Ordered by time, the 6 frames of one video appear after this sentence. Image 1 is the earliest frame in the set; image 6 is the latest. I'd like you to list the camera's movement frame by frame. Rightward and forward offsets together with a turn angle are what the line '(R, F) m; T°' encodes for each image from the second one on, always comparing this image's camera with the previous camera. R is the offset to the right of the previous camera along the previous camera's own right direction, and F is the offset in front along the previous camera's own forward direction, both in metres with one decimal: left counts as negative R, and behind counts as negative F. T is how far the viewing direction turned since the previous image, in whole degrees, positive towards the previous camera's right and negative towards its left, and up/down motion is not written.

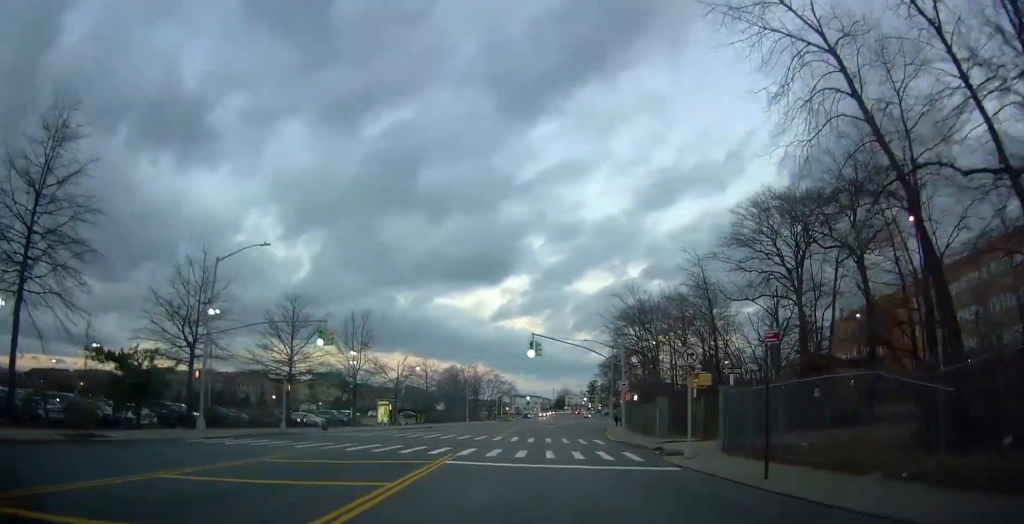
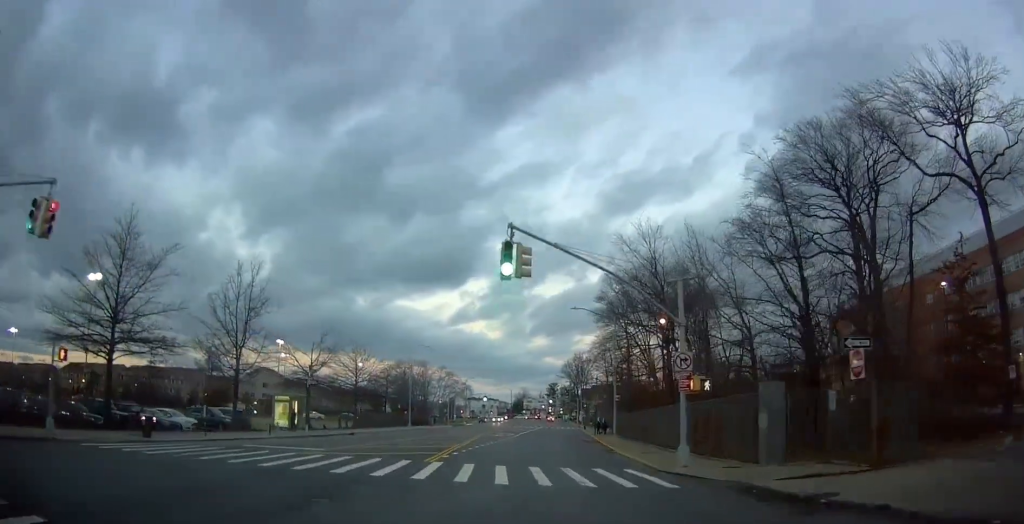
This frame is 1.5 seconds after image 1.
(+1.3, +19.1) m; +8°
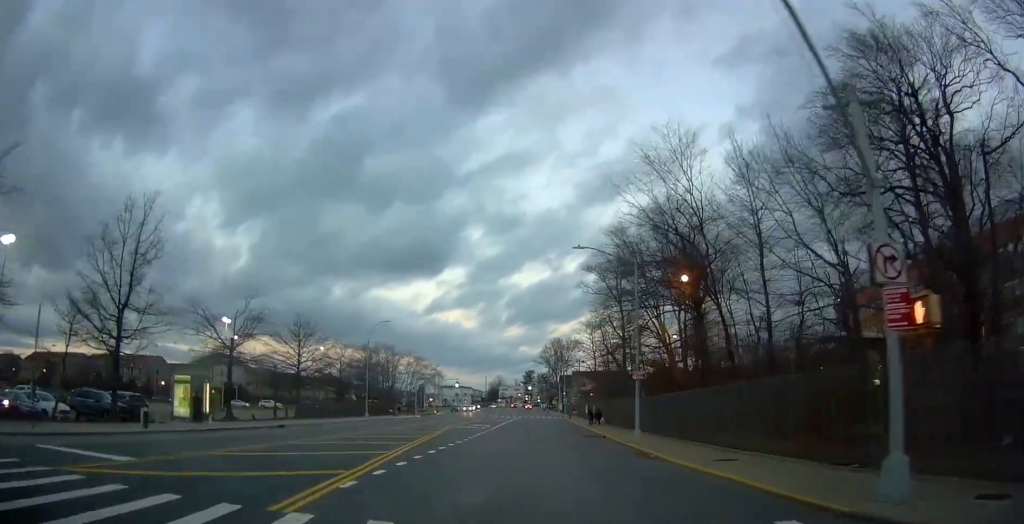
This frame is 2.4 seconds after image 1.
(+0.1, +11.9) m; +2°
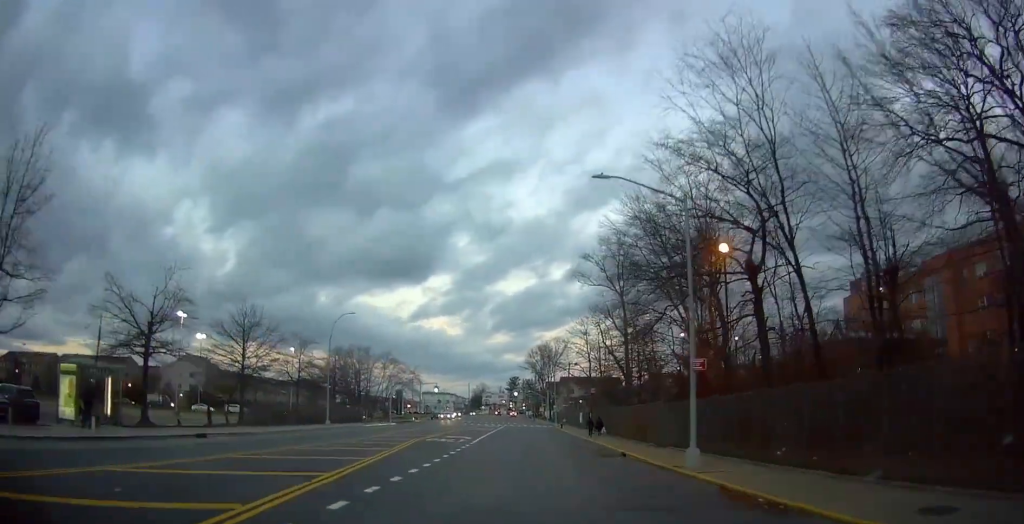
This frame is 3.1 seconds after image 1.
(+0.2, +9.3) m; +1°
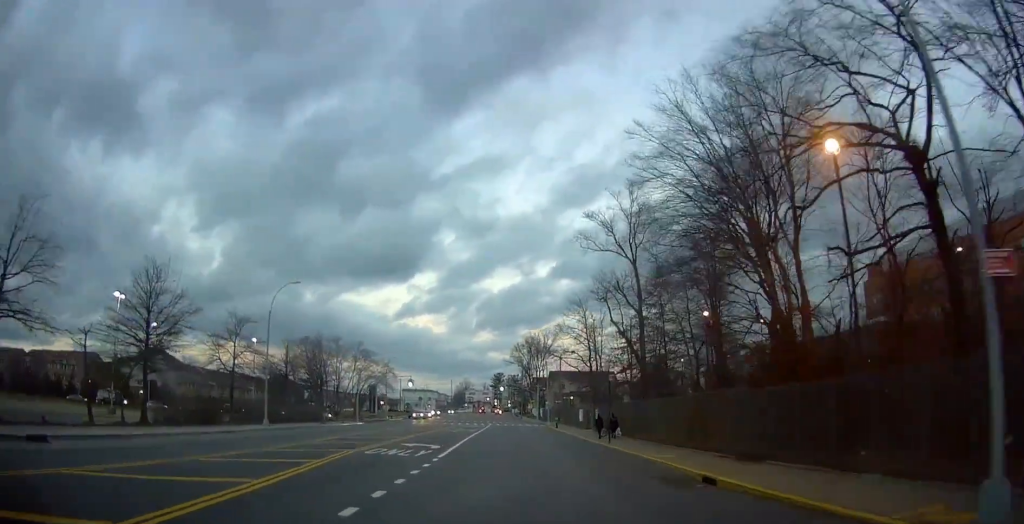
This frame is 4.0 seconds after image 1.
(+0.1, +12.0) m; +1°
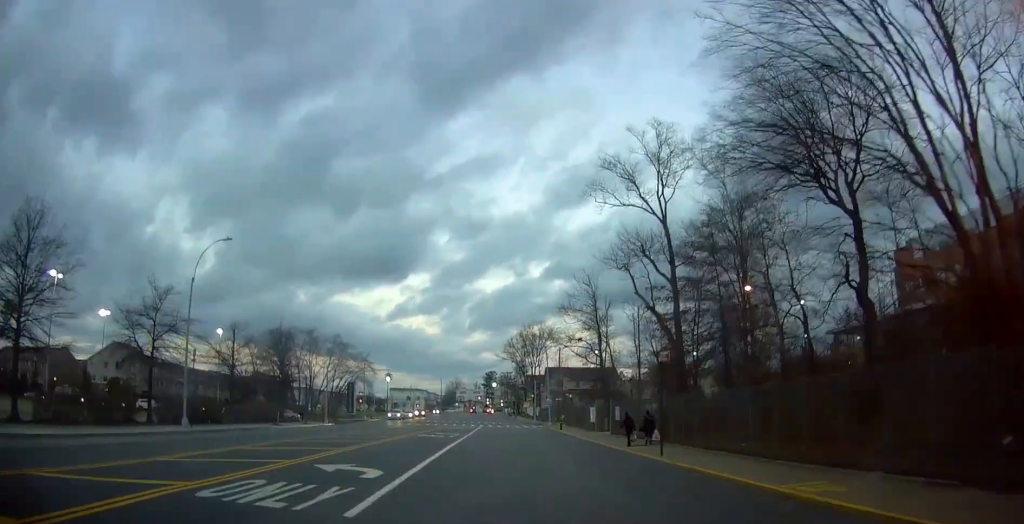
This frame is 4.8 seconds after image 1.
(0.0, +11.3) m; 0°
